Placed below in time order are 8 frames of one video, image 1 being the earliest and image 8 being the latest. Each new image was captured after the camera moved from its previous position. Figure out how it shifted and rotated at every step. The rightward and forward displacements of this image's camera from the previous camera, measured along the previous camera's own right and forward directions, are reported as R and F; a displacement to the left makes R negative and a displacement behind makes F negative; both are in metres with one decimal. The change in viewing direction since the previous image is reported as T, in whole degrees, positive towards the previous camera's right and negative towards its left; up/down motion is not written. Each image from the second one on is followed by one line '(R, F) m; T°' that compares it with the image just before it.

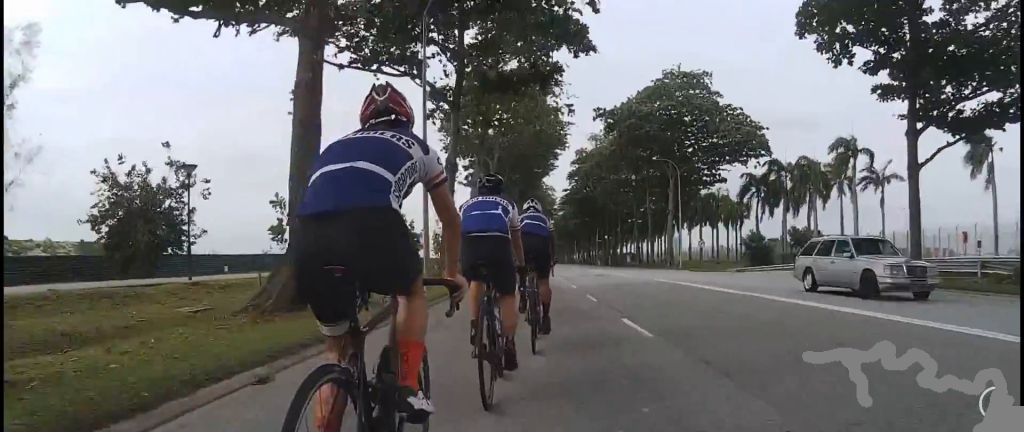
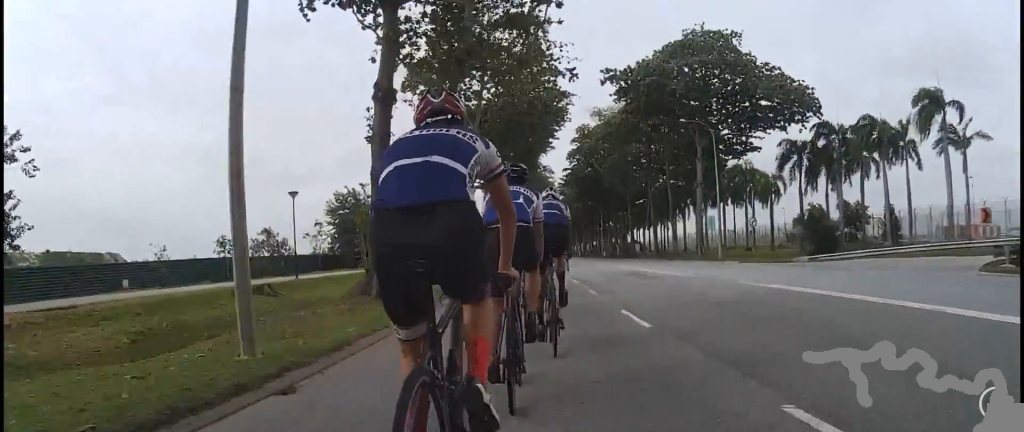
(-0.3, +11.4) m; 0°
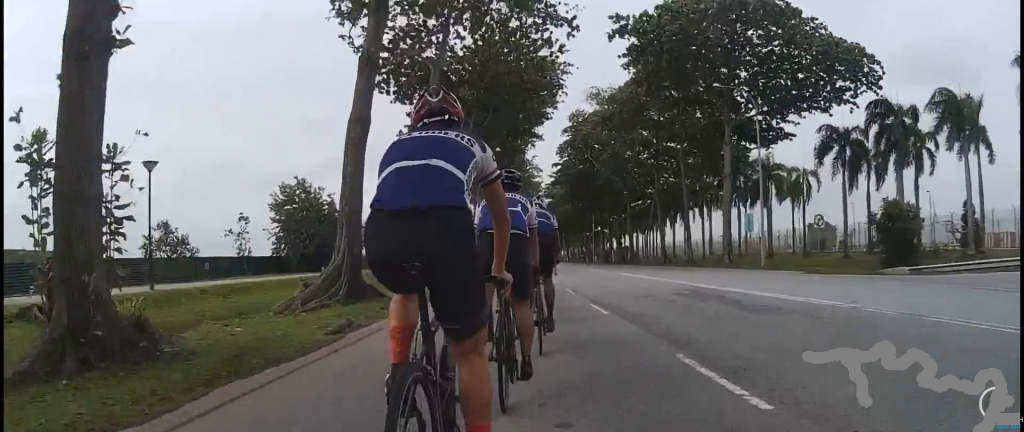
(+0.4, +10.2) m; 0°
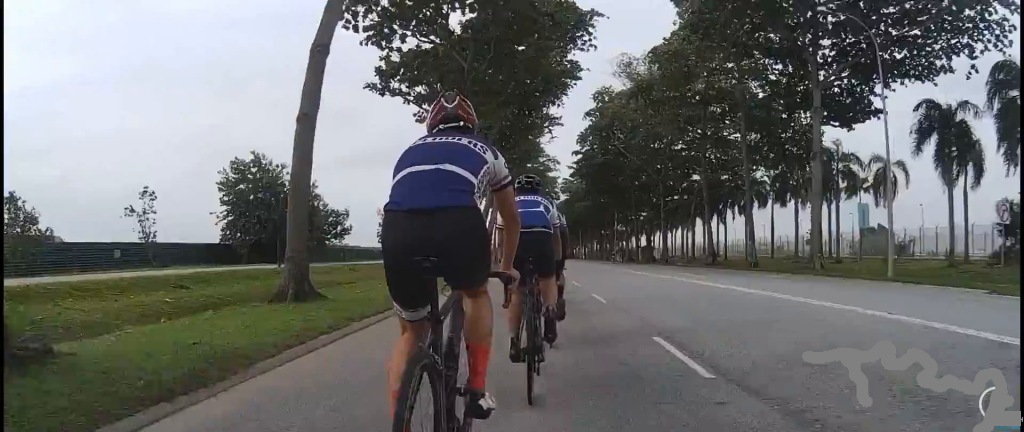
(-0.6, +10.4) m; 0°
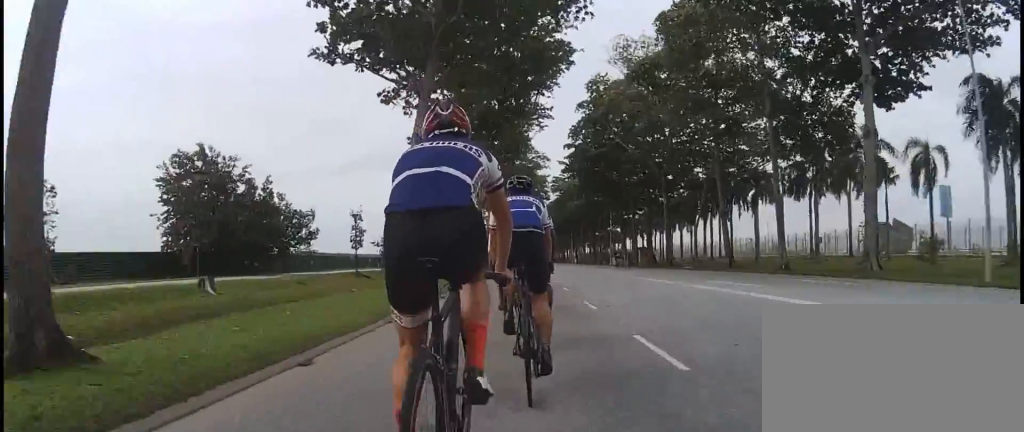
(+0.4, +5.9) m; 0°
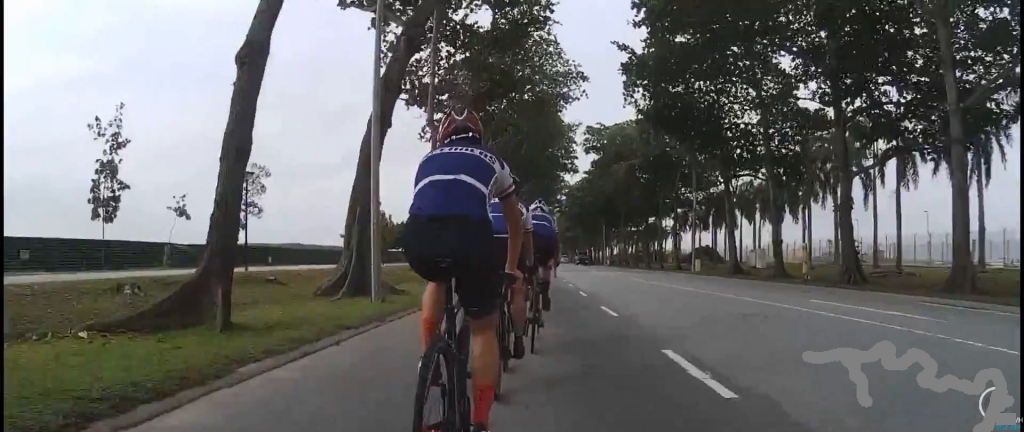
(+0.8, +36.8) m; +3°
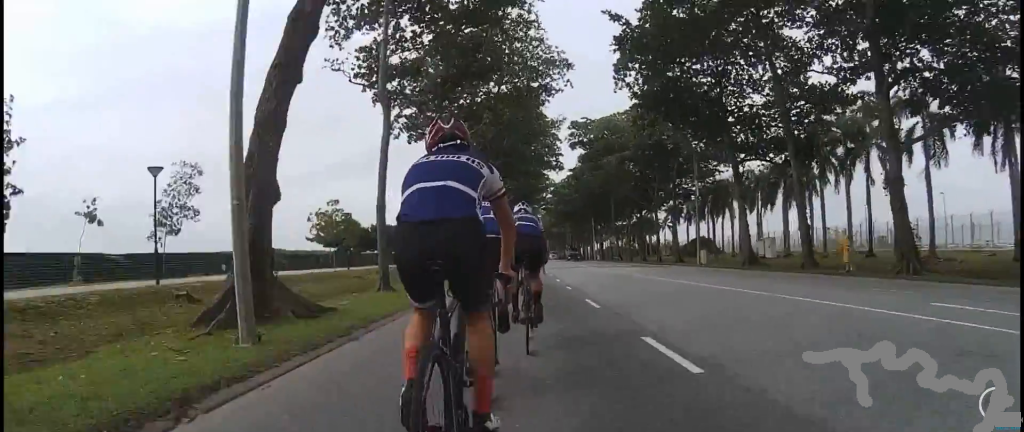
(0.0, +5.1) m; -1°
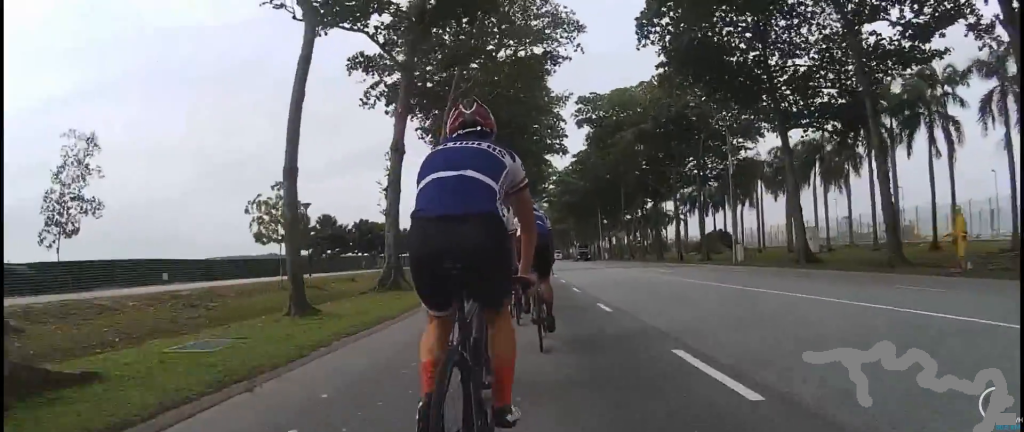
(0.0, +7.1) m; -4°
